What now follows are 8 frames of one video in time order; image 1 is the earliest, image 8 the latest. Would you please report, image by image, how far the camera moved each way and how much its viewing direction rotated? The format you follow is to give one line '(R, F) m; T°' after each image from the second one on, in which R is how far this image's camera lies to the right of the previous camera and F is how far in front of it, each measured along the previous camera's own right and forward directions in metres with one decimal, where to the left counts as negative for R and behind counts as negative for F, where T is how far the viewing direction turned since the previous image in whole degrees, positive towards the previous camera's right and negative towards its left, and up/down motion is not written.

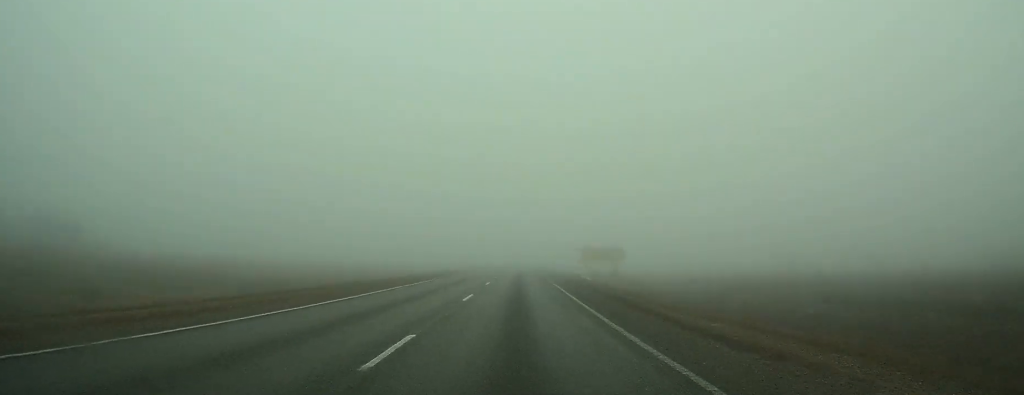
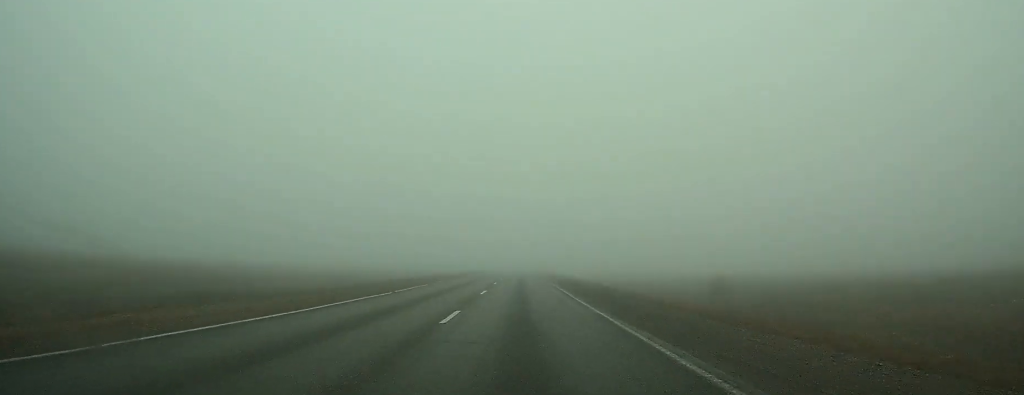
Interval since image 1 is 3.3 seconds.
(0.0, +82.6) m; 0°
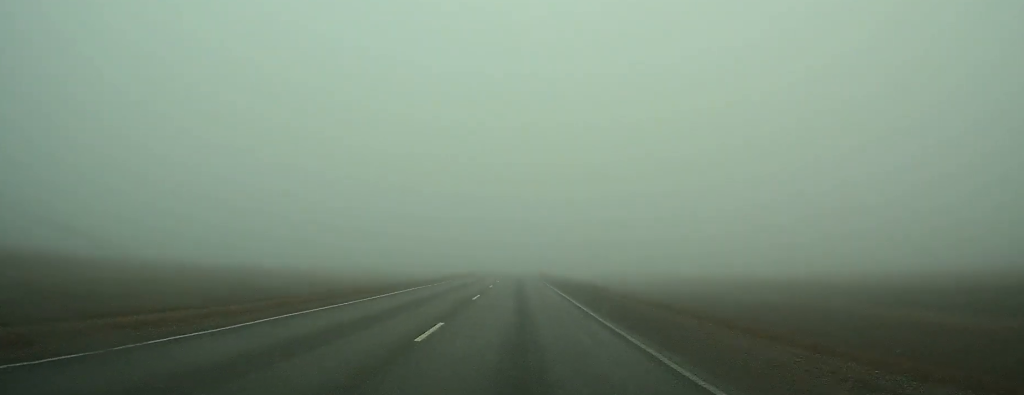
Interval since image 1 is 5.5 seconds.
(-0.1, +51.7) m; 0°
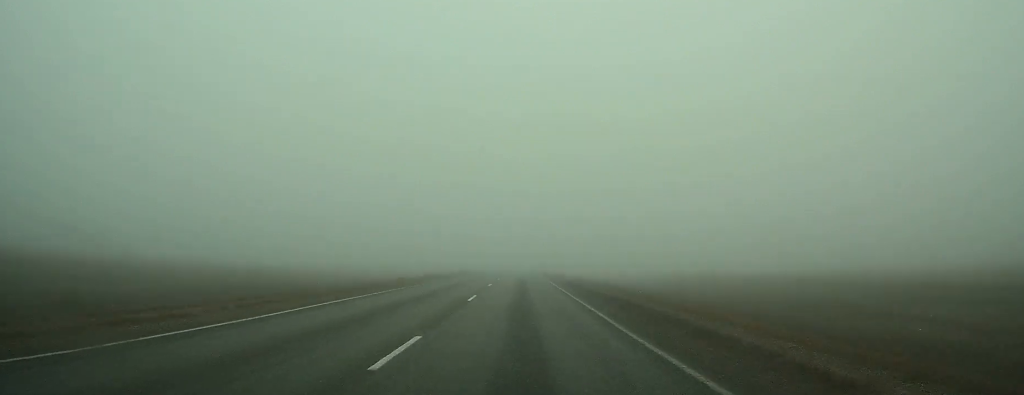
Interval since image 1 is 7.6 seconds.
(-0.1, +50.2) m; 0°
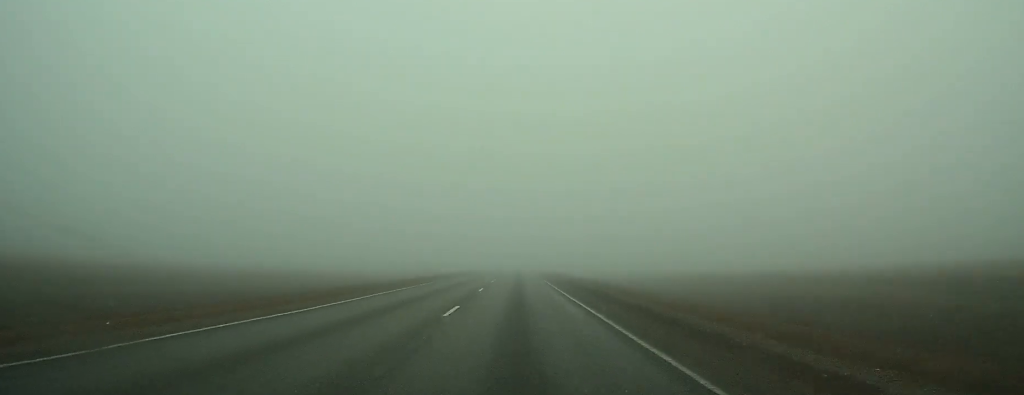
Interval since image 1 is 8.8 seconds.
(0.0, +29.0) m; 0°
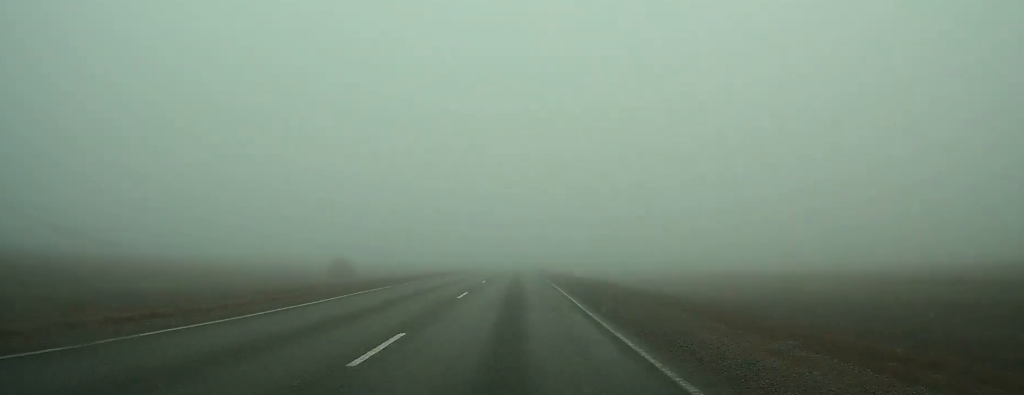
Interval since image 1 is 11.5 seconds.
(+0.3, +71.8) m; 0°
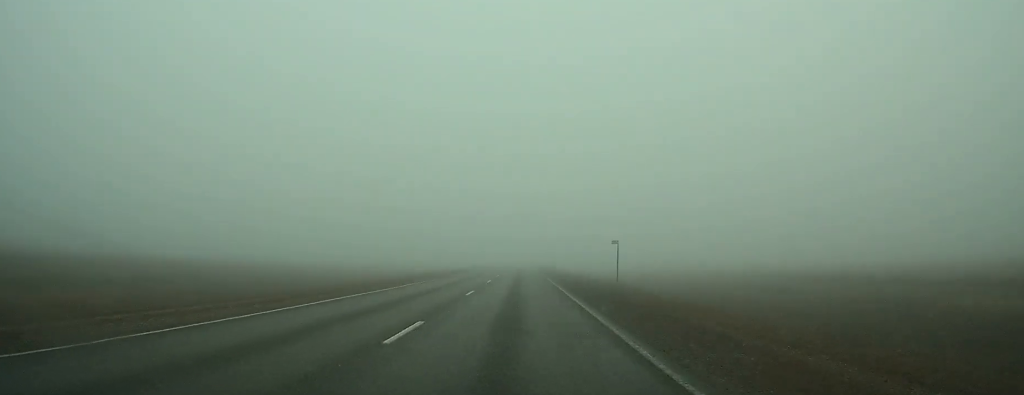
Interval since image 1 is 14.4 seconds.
(0.0, +74.8) m; 0°
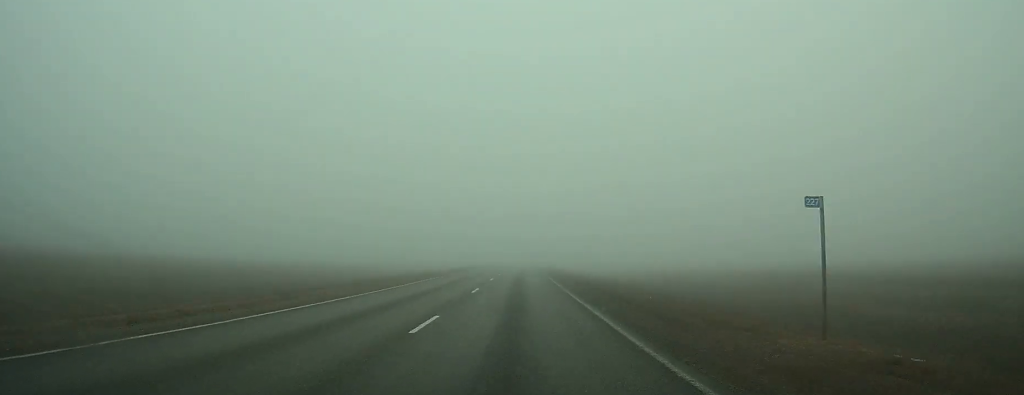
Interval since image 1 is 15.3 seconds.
(0.0, +22.1) m; 0°
